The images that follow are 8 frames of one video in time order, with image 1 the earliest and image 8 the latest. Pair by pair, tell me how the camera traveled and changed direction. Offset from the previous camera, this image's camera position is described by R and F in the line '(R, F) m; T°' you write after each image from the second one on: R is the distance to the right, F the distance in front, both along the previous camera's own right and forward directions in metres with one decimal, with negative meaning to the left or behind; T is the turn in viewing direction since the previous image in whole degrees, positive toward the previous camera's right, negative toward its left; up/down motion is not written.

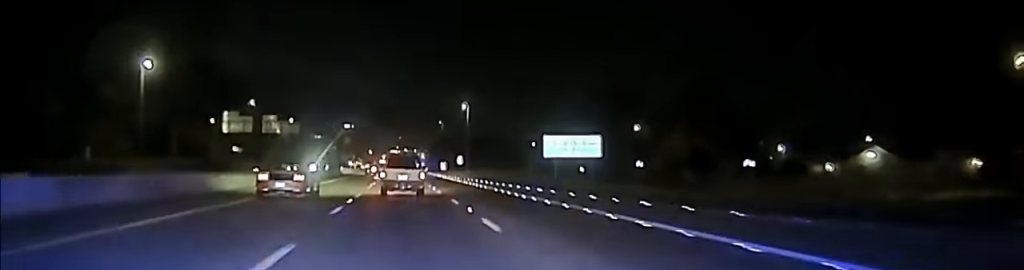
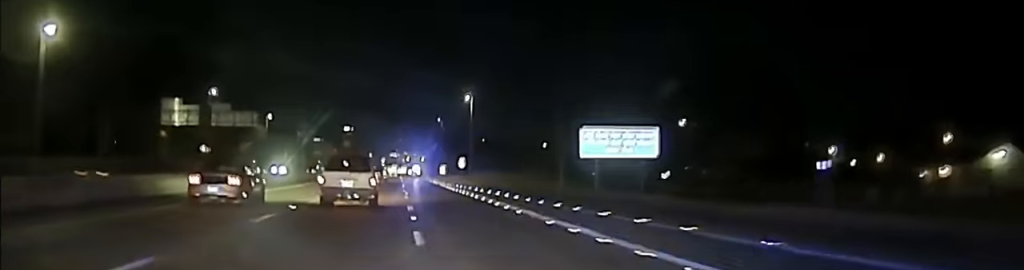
(0.0, +26.3) m; -1°
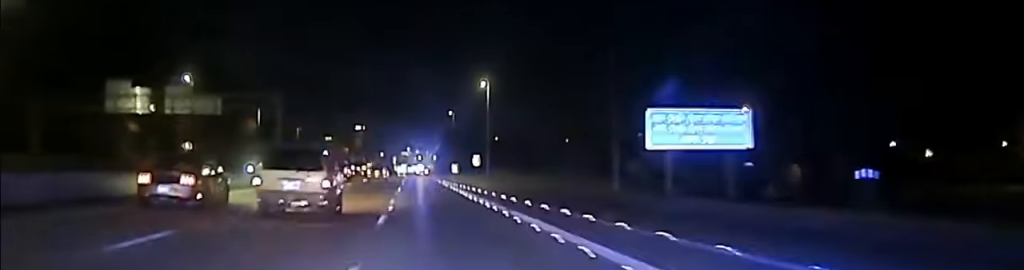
(0.0, +21.7) m; -1°
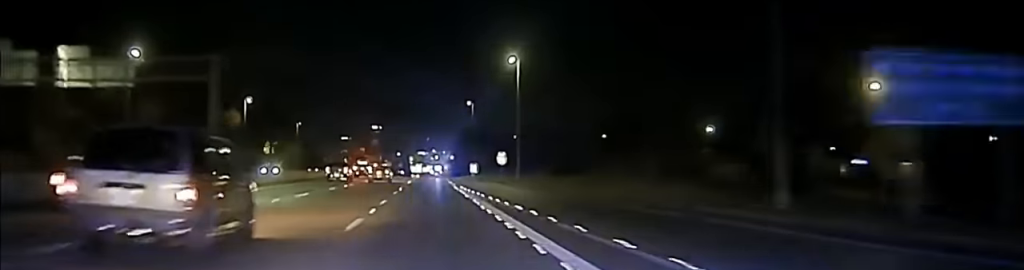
(-0.3, +26.4) m; -1°
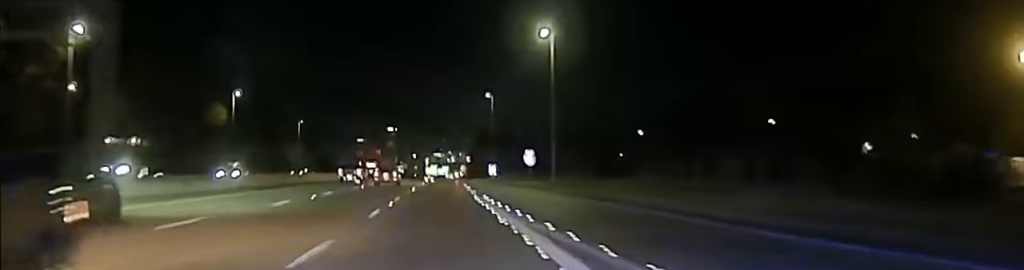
(-0.2, +19.2) m; 0°
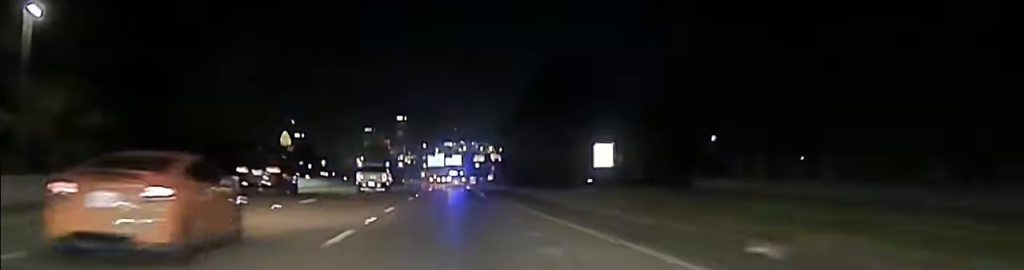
(-1.2, +134.2) m; -1°
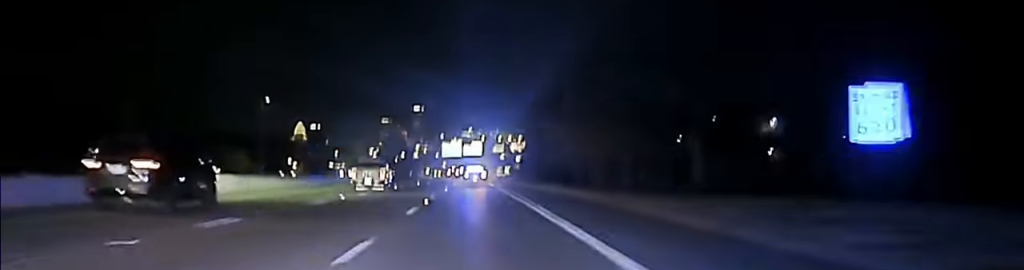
(-0.1, +40.3) m; -1°
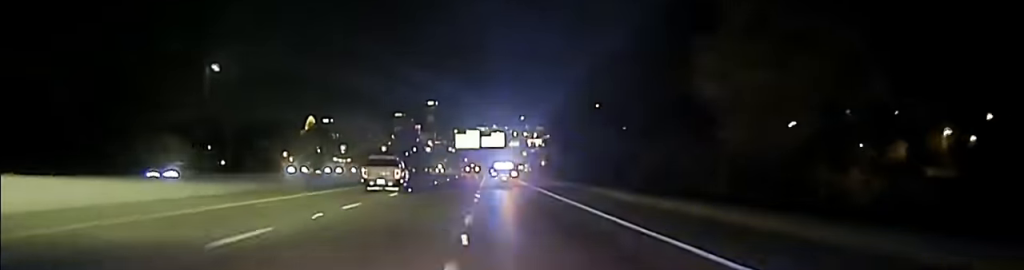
(-0.4, +40.1) m; 0°
